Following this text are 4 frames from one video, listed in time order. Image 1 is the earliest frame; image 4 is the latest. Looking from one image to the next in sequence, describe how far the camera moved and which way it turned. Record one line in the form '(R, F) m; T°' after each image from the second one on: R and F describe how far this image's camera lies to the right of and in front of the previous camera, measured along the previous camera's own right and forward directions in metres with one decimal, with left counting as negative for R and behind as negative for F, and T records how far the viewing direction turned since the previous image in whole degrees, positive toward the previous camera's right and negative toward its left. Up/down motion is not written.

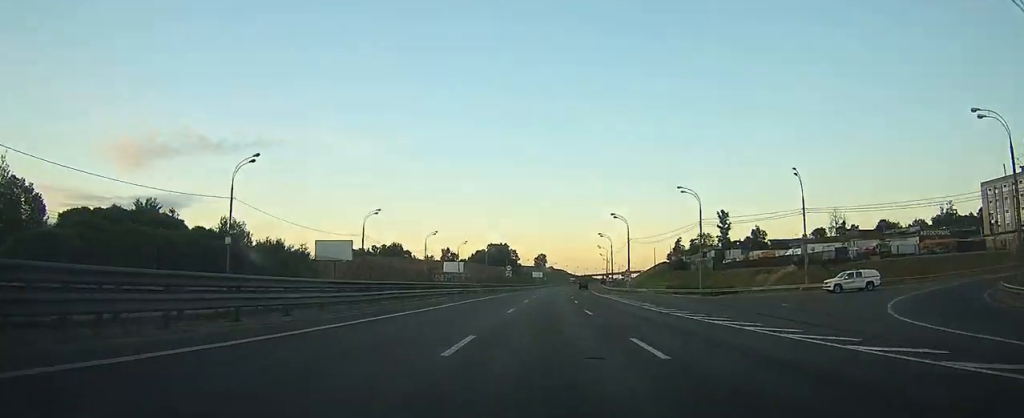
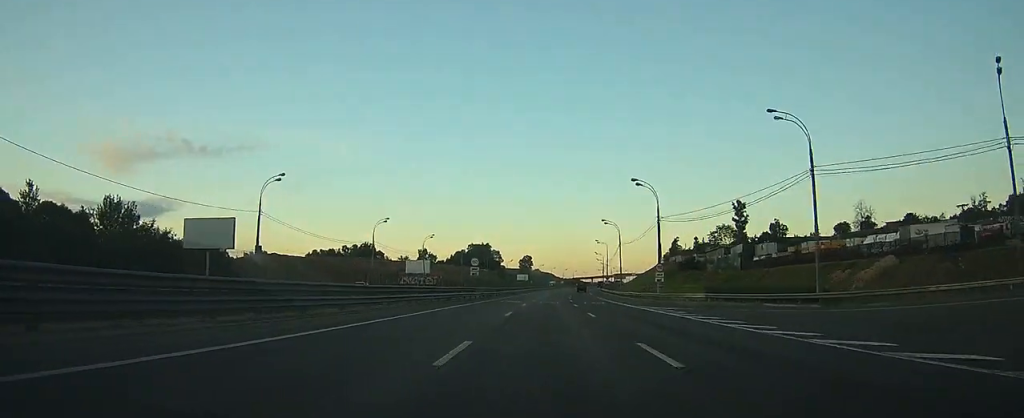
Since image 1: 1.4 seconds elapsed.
(+0.5, +33.4) m; +2°
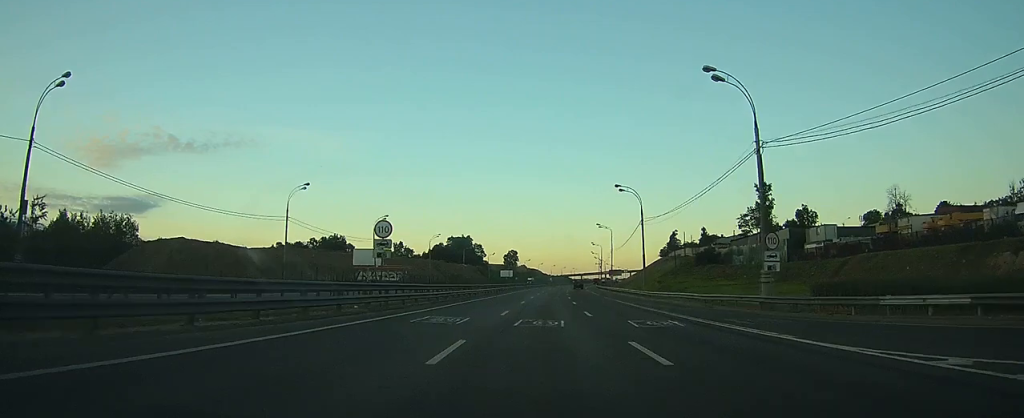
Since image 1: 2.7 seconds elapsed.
(+0.3, +31.8) m; +1°
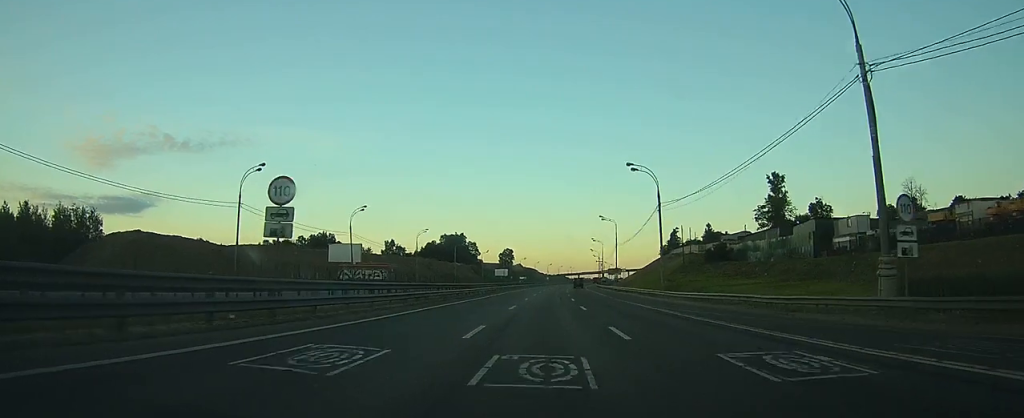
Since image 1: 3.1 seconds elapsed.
(+0.1, +11.5) m; +1°
